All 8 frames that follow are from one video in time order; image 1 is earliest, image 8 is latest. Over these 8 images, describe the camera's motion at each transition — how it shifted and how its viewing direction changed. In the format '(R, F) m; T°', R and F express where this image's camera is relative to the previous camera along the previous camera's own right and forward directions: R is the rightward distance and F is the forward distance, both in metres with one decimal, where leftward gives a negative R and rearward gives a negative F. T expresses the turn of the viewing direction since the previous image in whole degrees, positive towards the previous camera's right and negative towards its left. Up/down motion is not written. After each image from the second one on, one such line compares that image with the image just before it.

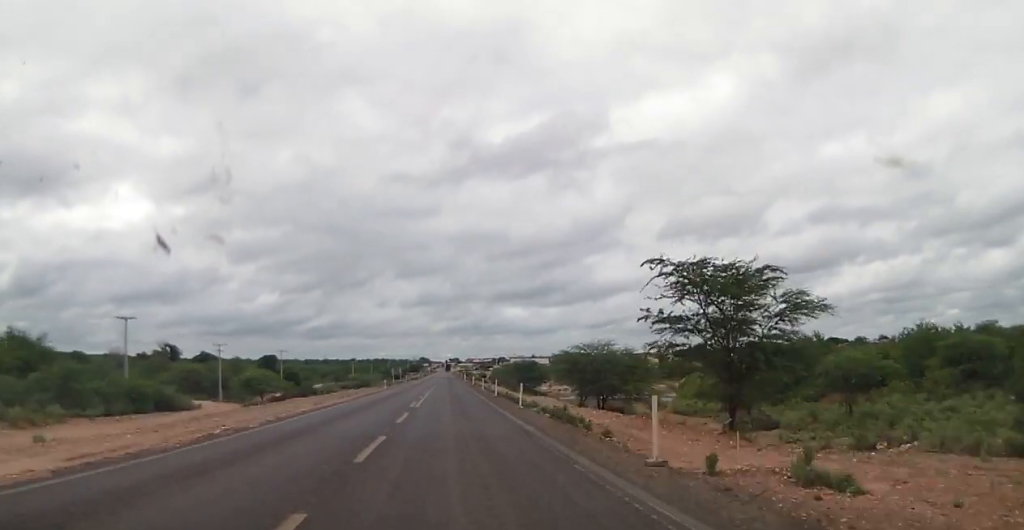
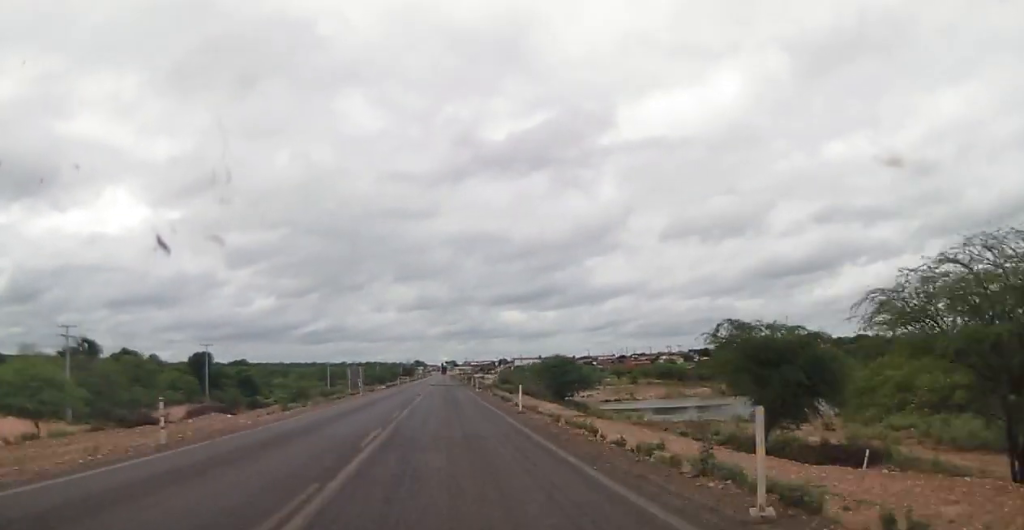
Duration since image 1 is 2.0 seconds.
(+0.3, +47.9) m; 0°
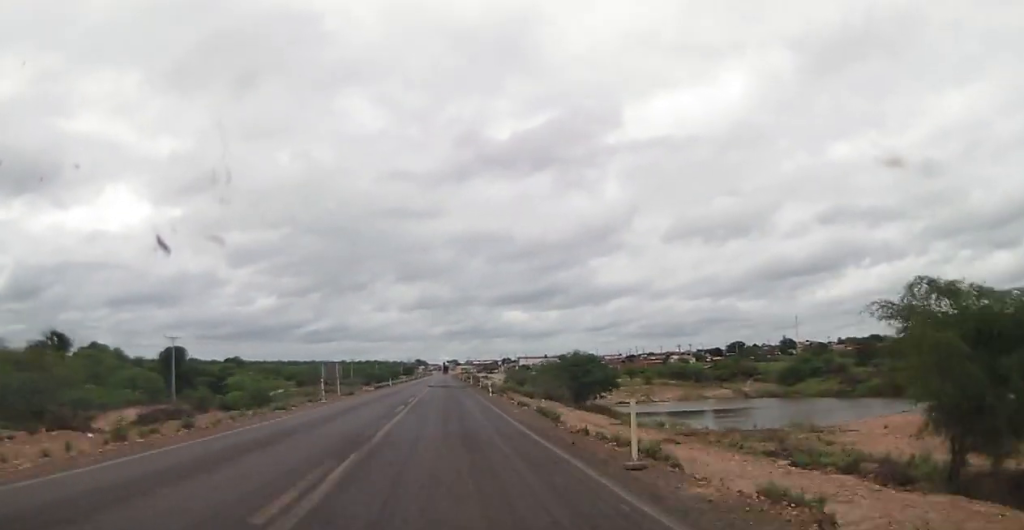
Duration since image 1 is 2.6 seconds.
(0.0, +14.5) m; 0°
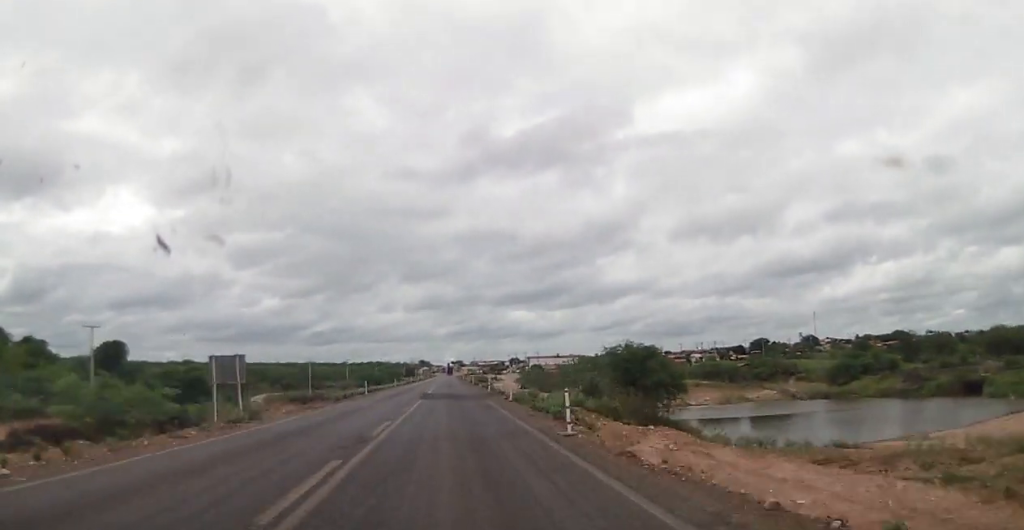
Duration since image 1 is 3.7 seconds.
(-0.1, +24.3) m; 0°
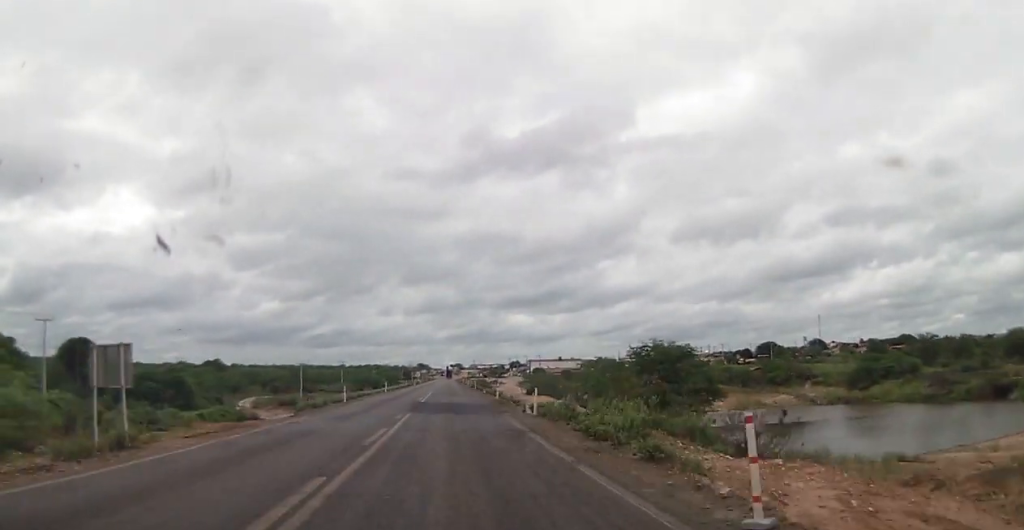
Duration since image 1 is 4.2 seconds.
(0.0, +9.3) m; 0°
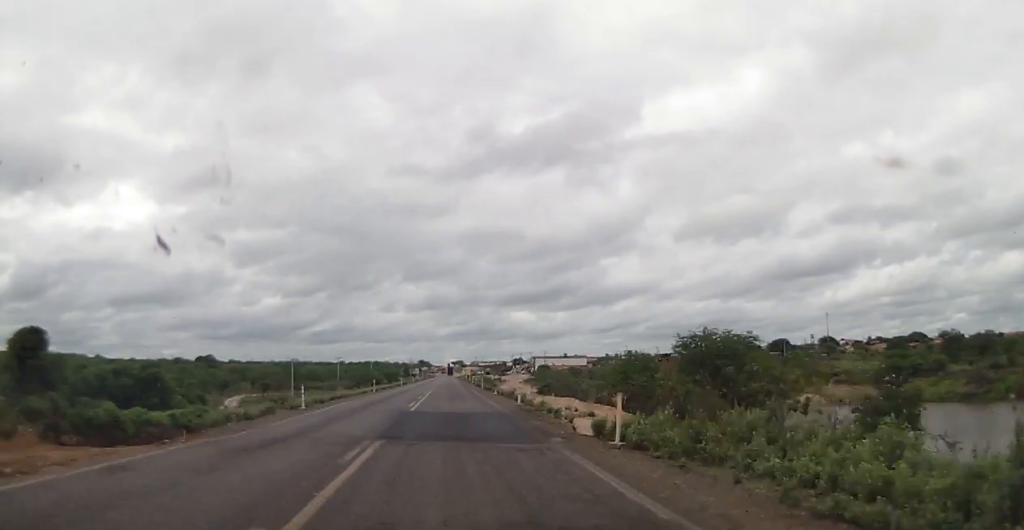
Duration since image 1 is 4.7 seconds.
(0.0, +11.0) m; 0°
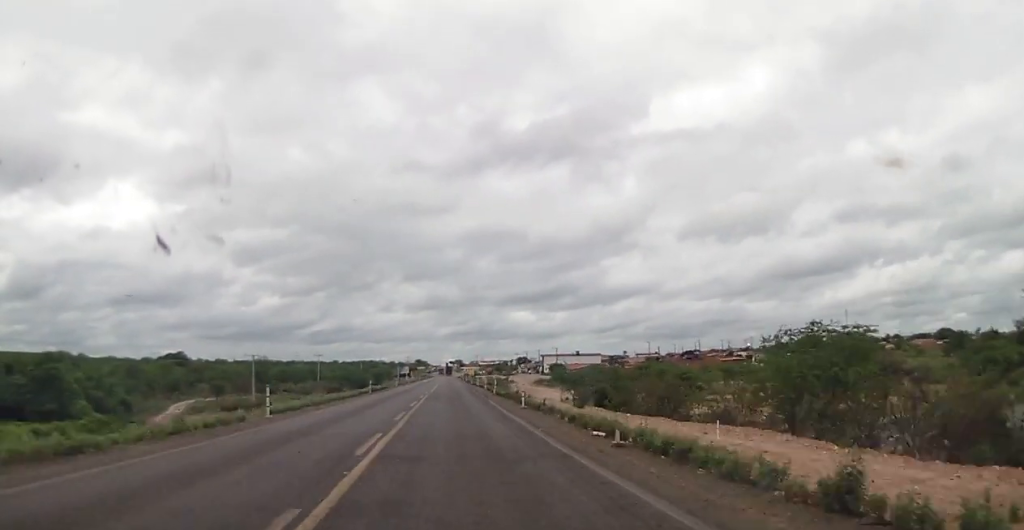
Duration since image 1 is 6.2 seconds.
(+0.1, +30.3) m; 0°
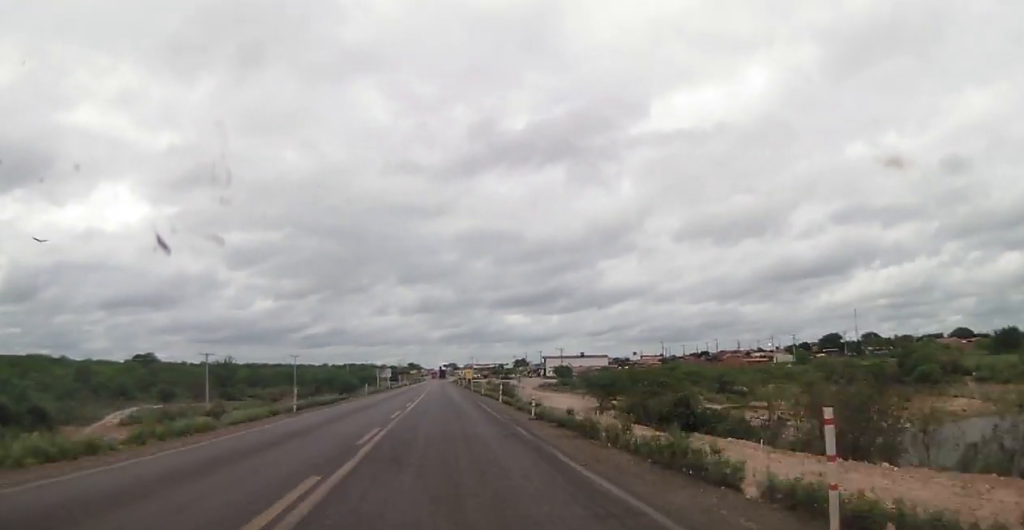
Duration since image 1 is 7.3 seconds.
(+0.1, +21.6) m; 0°
